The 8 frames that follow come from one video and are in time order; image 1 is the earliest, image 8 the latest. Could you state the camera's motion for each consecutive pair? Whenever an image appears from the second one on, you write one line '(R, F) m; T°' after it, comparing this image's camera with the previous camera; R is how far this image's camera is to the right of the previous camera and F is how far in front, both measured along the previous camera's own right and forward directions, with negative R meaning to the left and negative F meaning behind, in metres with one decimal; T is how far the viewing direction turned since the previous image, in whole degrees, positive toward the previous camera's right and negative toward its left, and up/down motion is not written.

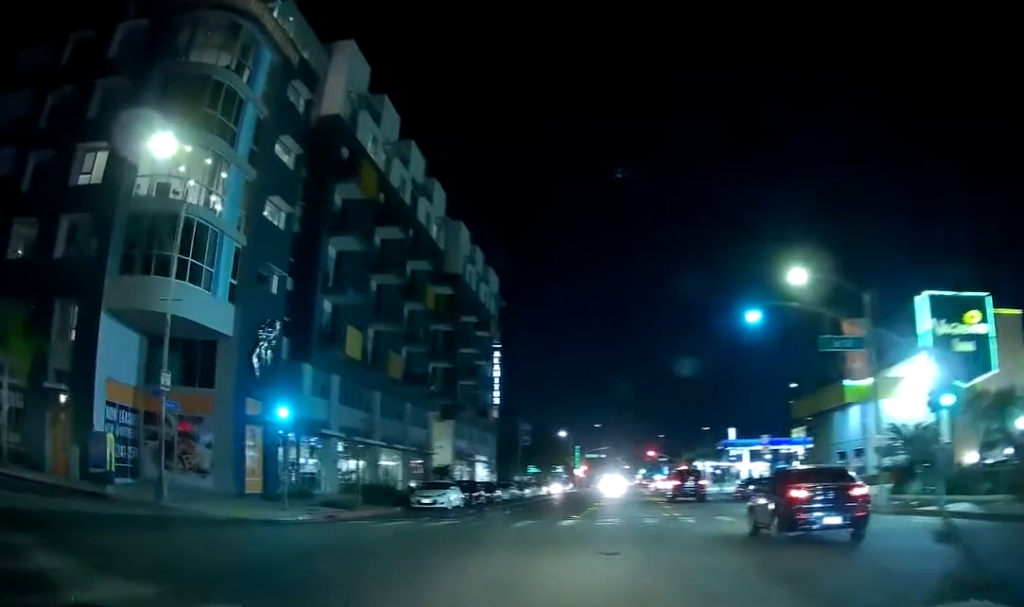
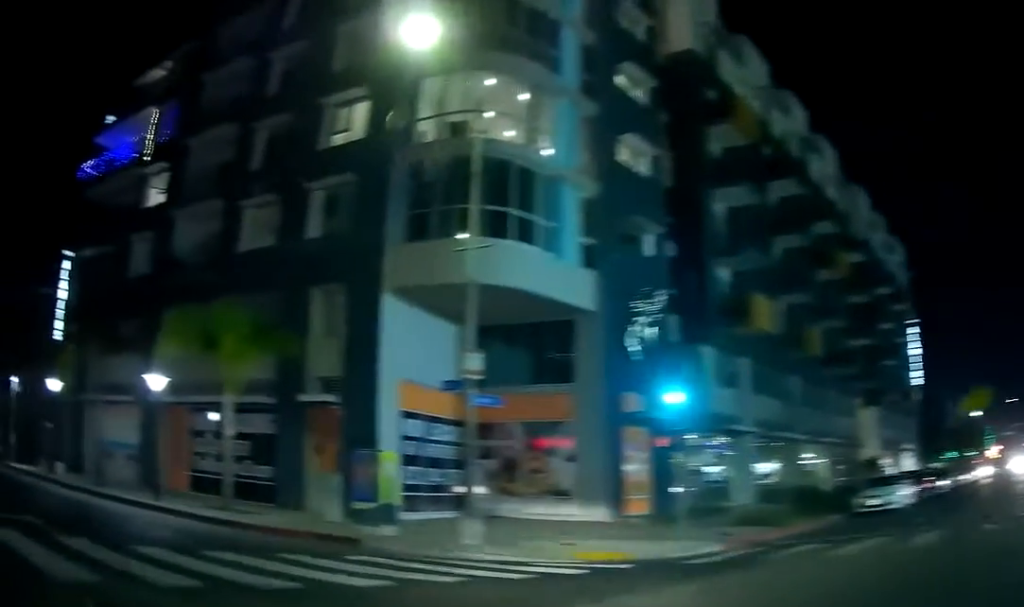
(-0.4, +8.5) m; -24°
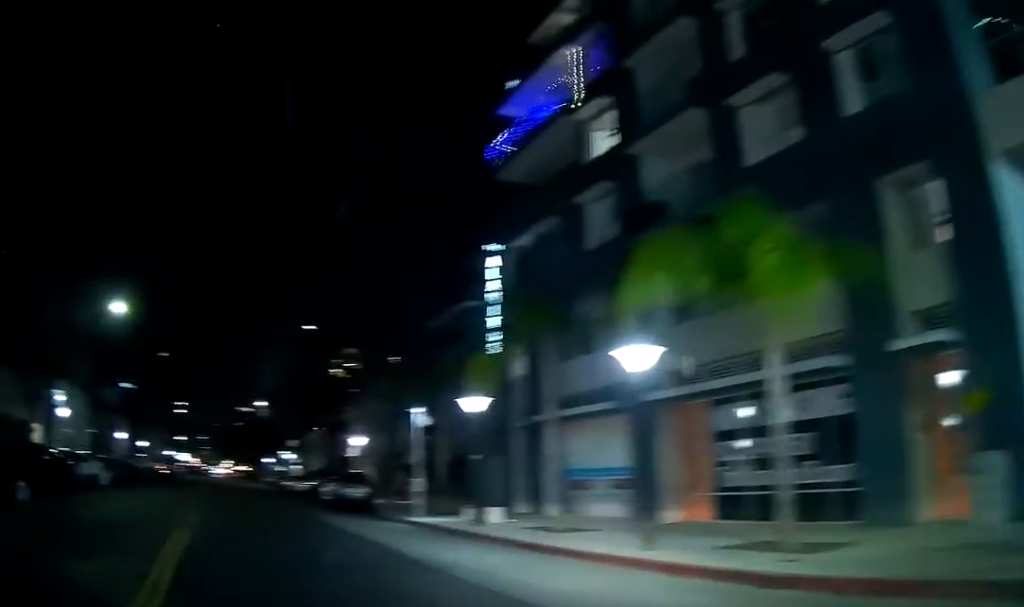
(-3.1, +7.6) m; -36°
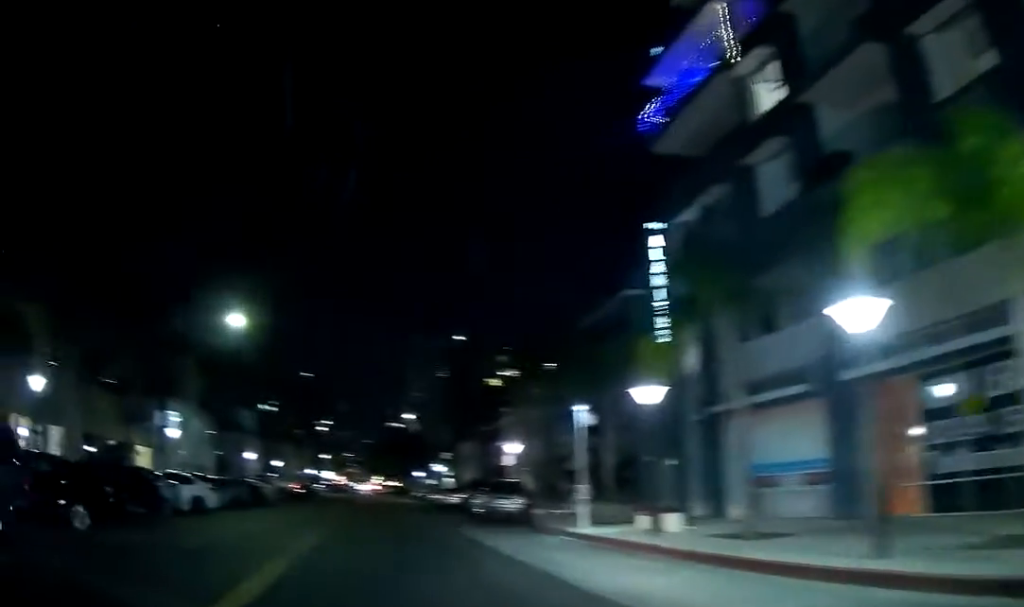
(-0.1, +2.9) m; -8°
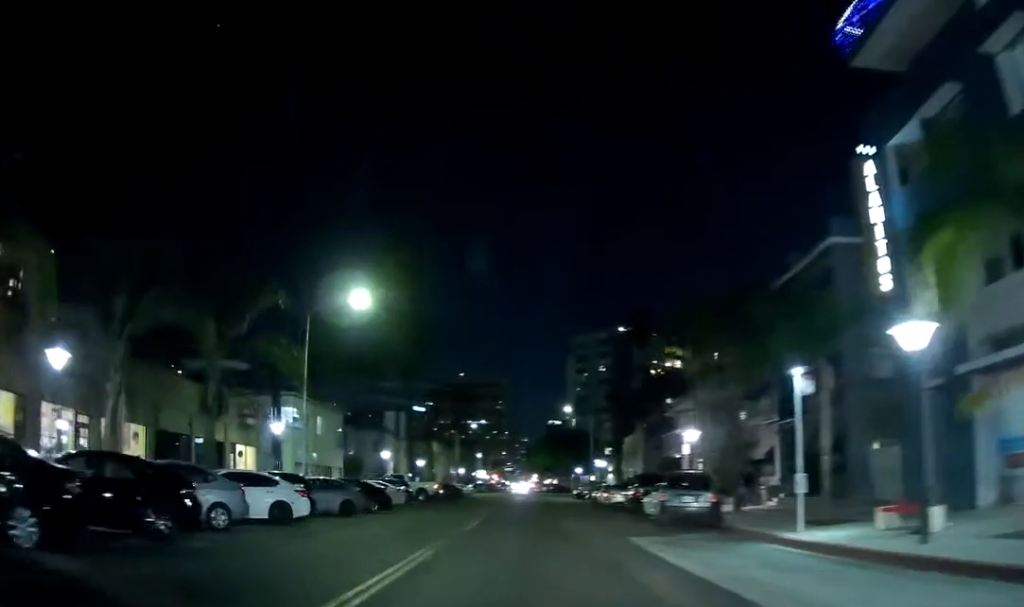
(-0.3, +5.6) m; -15°
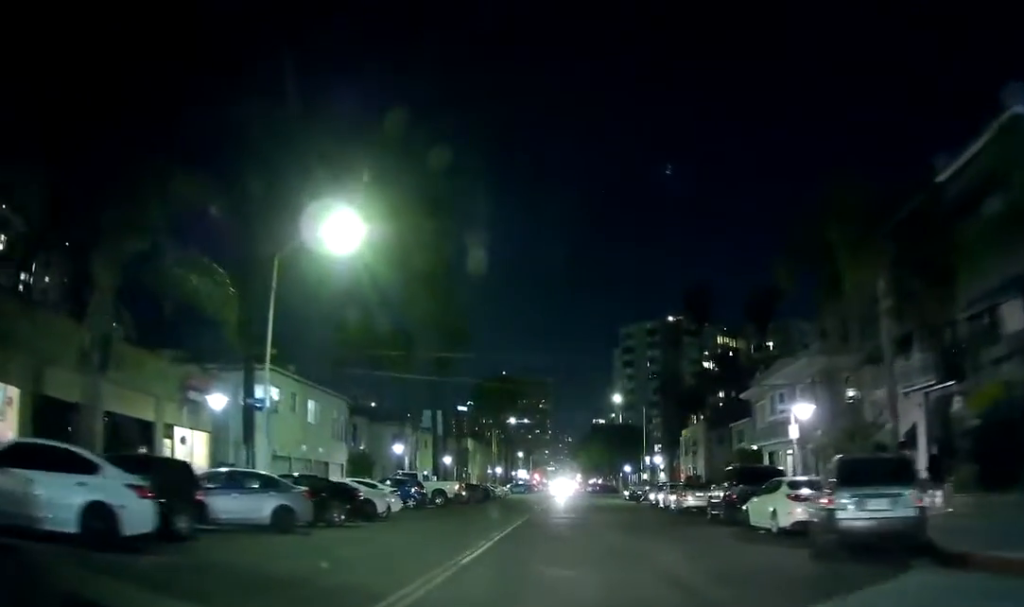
(-2.3, +10.5) m; -13°
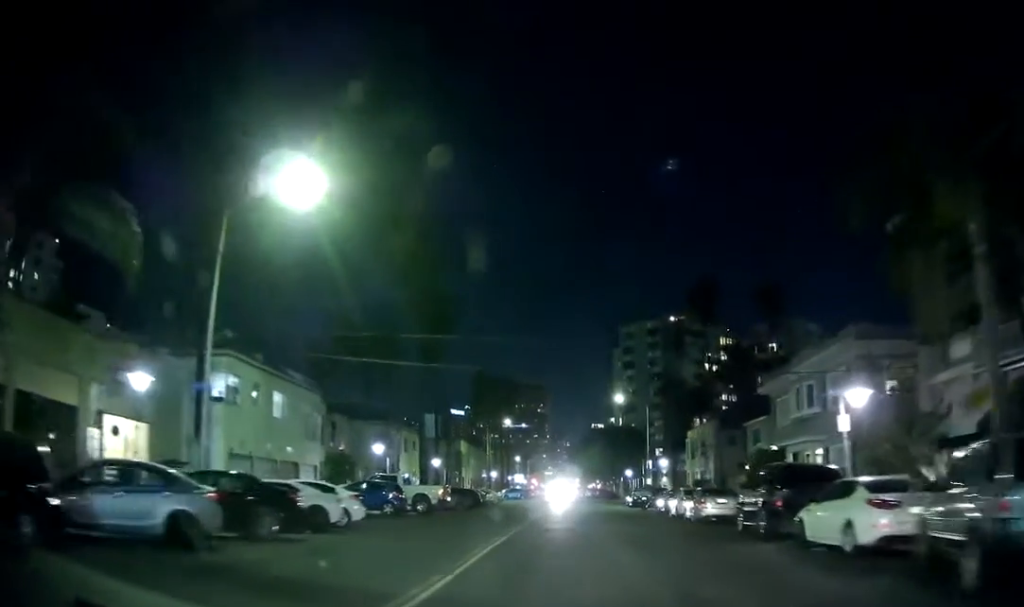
(+0.1, +4.8) m; -1°
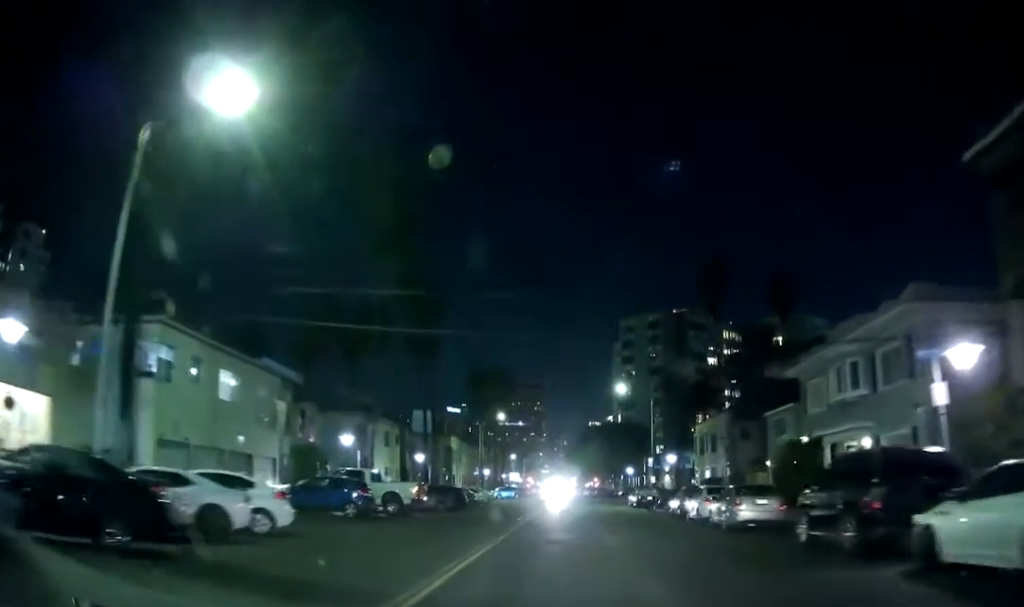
(-0.1, +6.1) m; 0°
